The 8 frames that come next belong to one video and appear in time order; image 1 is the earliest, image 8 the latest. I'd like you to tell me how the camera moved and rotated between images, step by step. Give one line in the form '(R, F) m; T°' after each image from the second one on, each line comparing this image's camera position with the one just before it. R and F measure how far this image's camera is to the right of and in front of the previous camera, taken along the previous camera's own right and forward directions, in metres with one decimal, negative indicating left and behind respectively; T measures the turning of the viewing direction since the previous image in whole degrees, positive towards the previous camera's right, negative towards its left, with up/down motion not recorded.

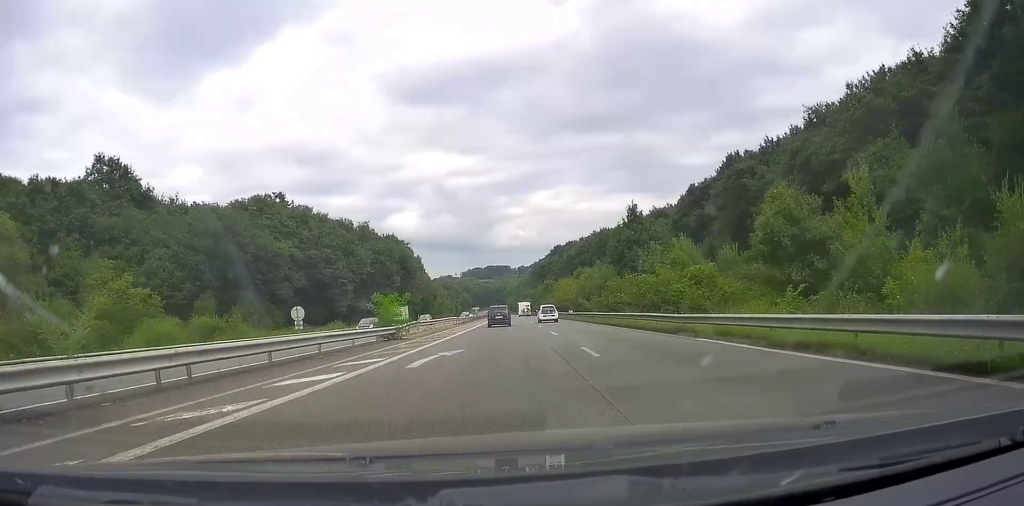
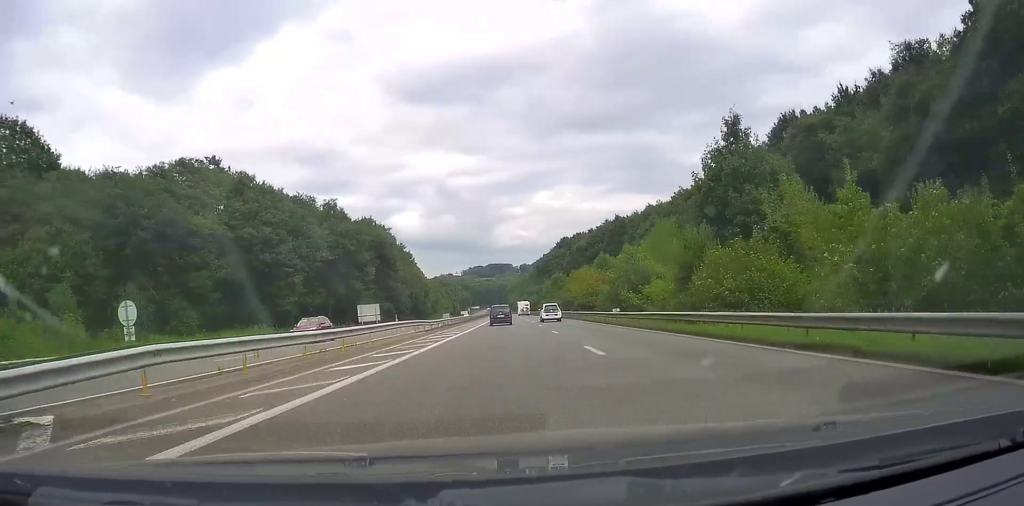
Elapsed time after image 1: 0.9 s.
(-0.1, +25.1) m; 0°
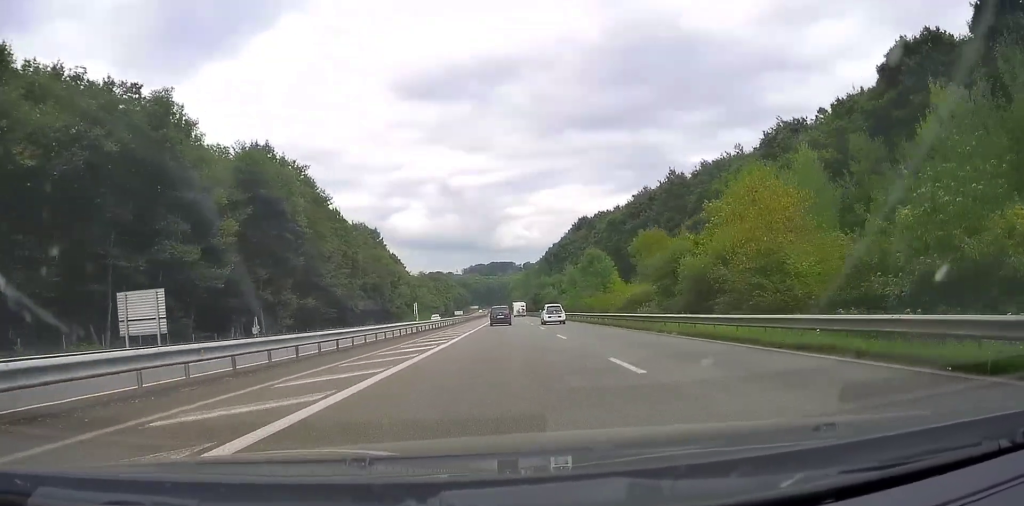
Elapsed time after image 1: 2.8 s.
(-0.5, +55.5) m; -1°
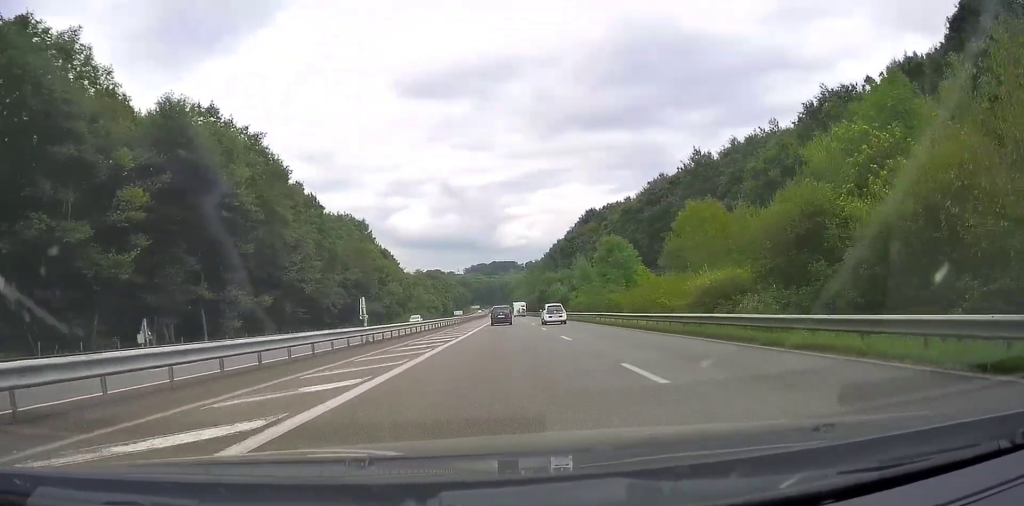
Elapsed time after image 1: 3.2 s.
(-0.2, +14.9) m; -1°
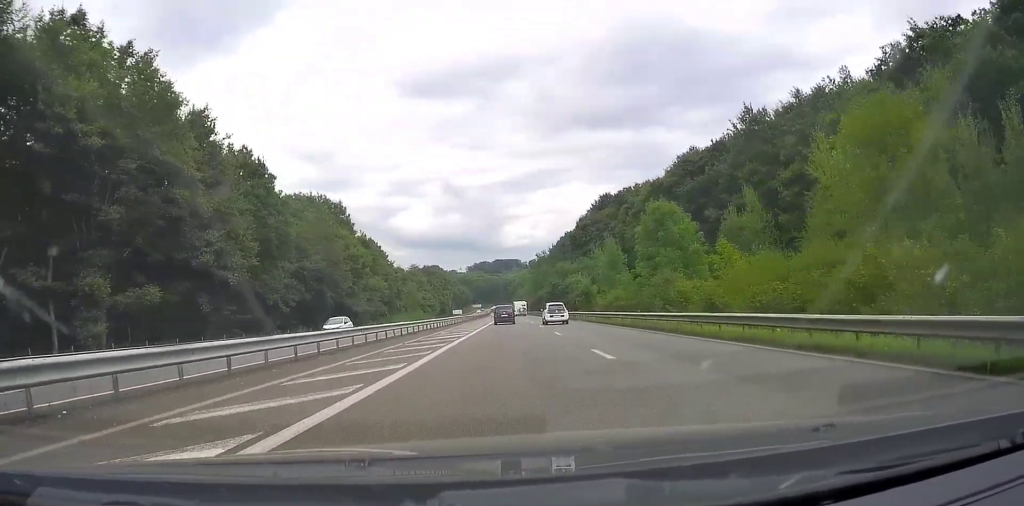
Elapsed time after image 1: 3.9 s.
(0.0, +22.6) m; 0°
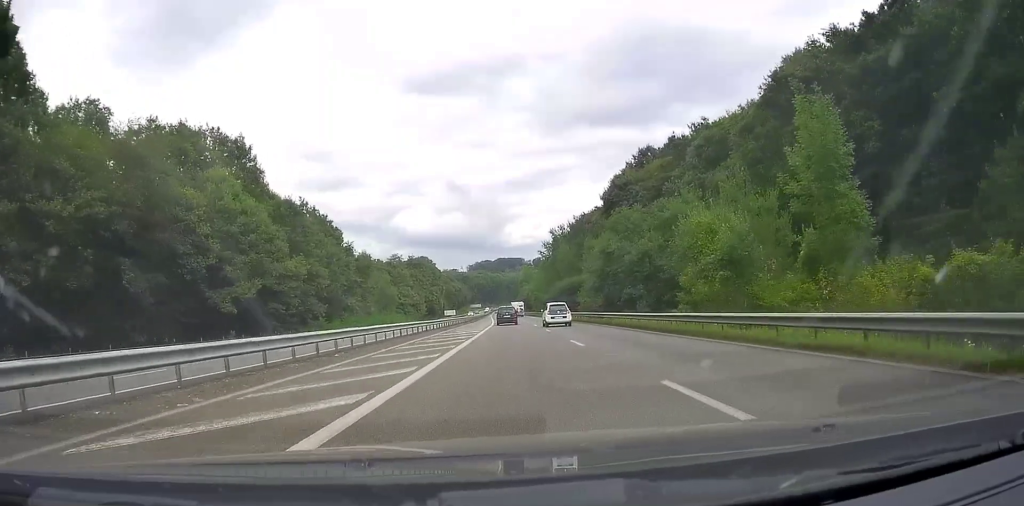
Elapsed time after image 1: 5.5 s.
(+0.4, +49.3) m; 0°
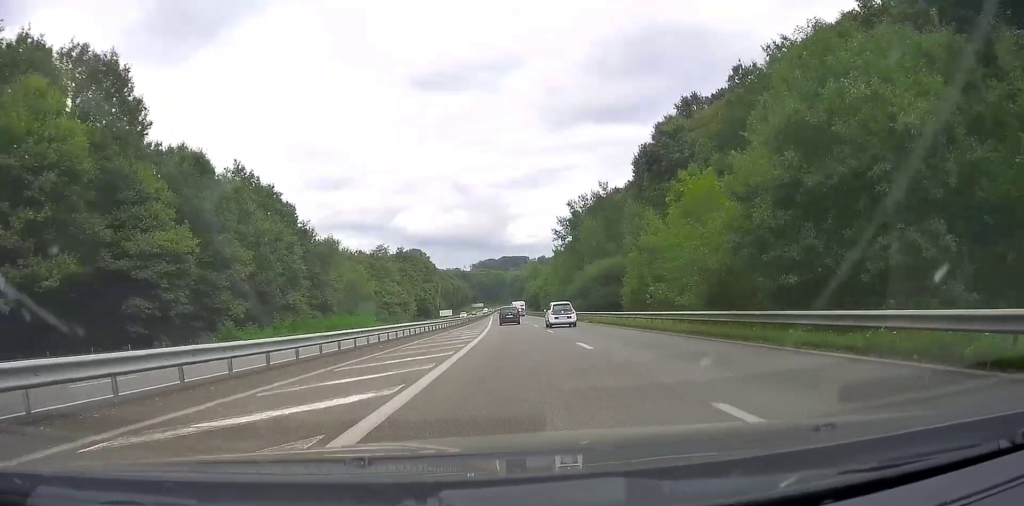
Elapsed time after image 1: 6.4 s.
(-0.4, +31.2) m; -1°
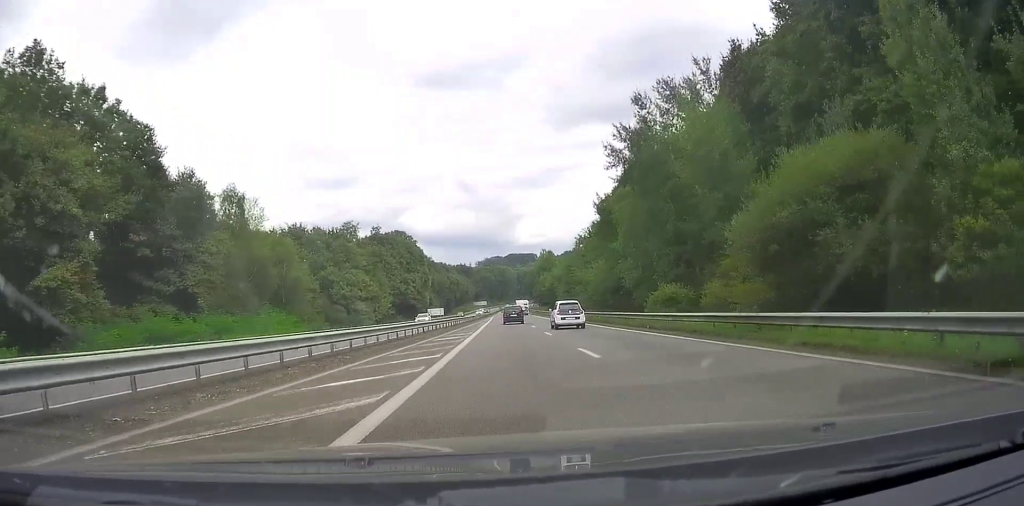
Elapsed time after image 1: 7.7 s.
(-0.1, +38.7) m; 0°
